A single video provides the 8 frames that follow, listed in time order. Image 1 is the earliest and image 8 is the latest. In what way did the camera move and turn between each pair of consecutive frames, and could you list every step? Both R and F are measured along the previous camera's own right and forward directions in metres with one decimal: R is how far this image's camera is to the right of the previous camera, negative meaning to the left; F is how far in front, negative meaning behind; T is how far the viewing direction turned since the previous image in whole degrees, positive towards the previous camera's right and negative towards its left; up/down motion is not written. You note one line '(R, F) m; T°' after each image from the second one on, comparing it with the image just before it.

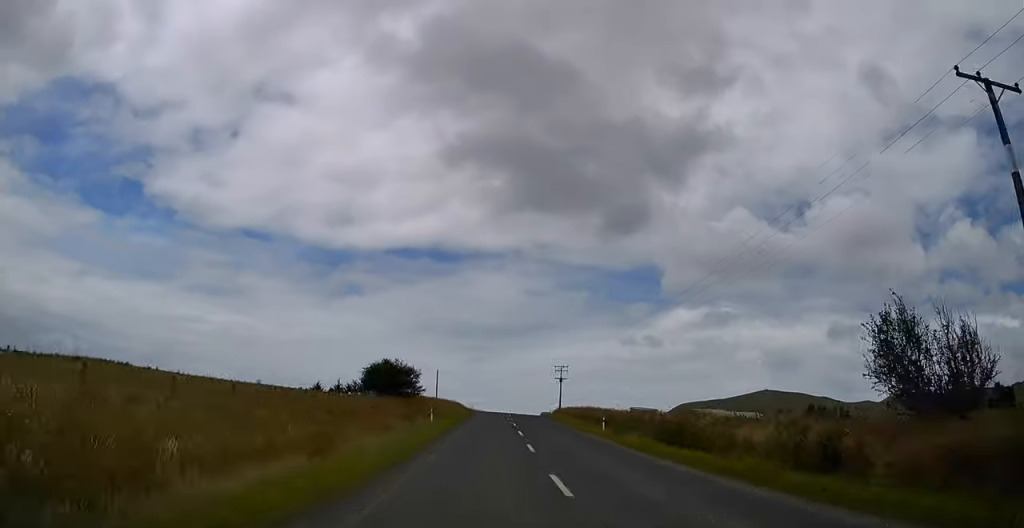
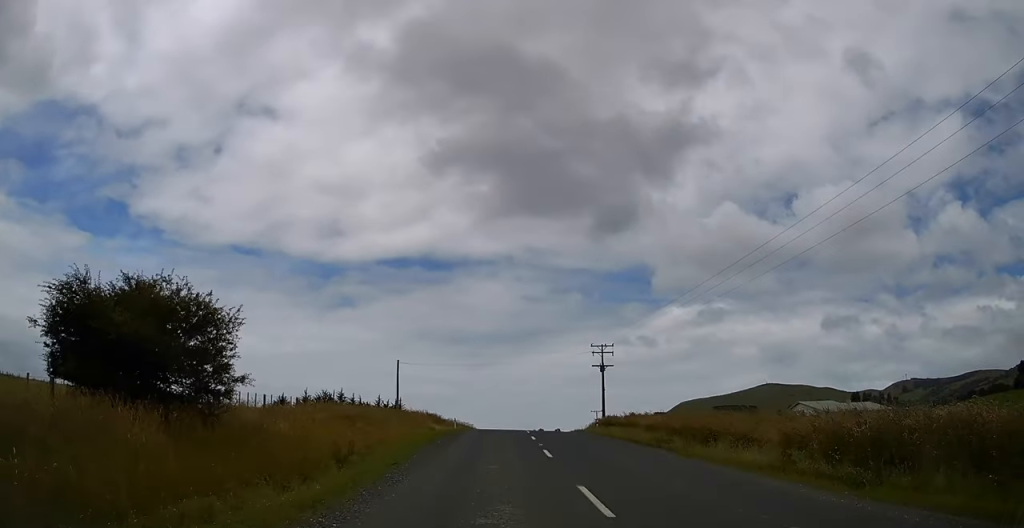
(+0.4, +39.9) m; +2°
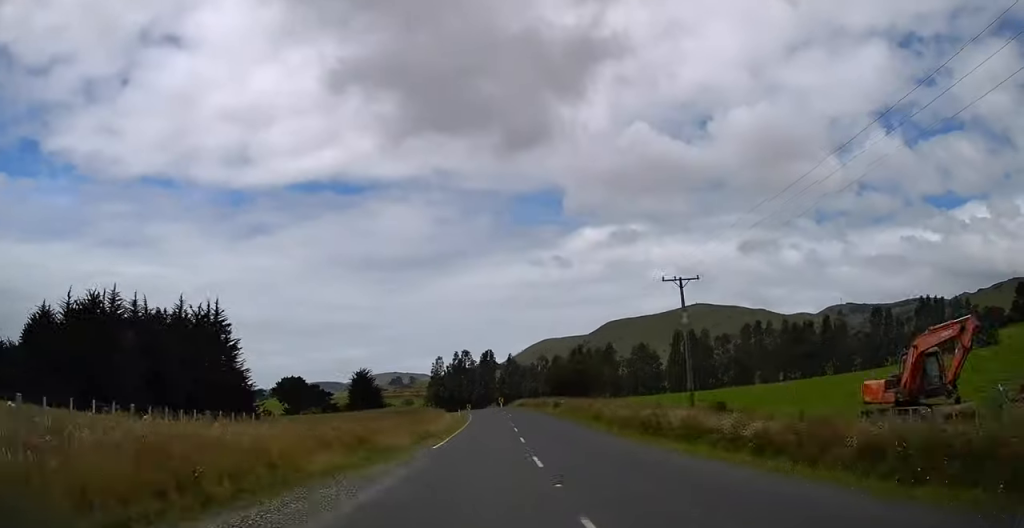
(+2.6, +93.4) m; +2°
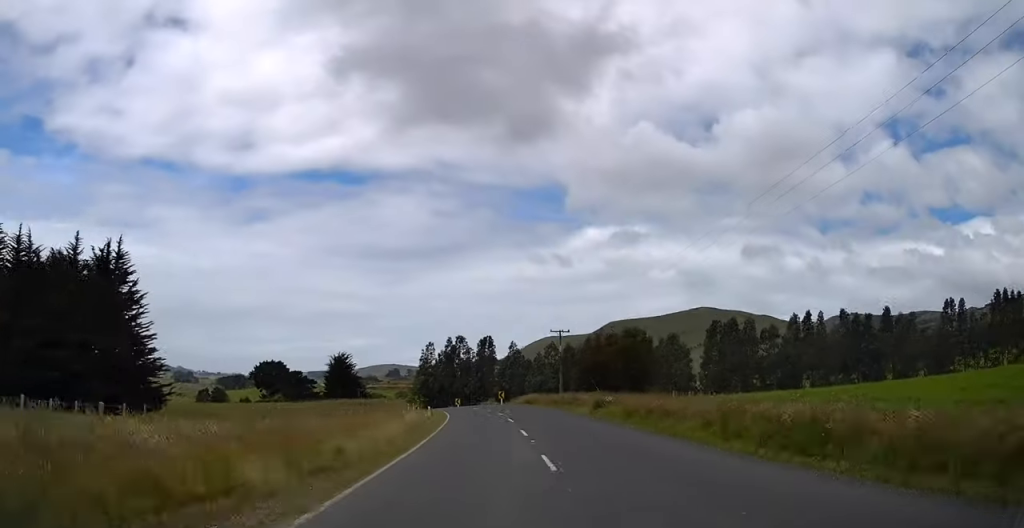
(+0.8, +33.3) m; -3°
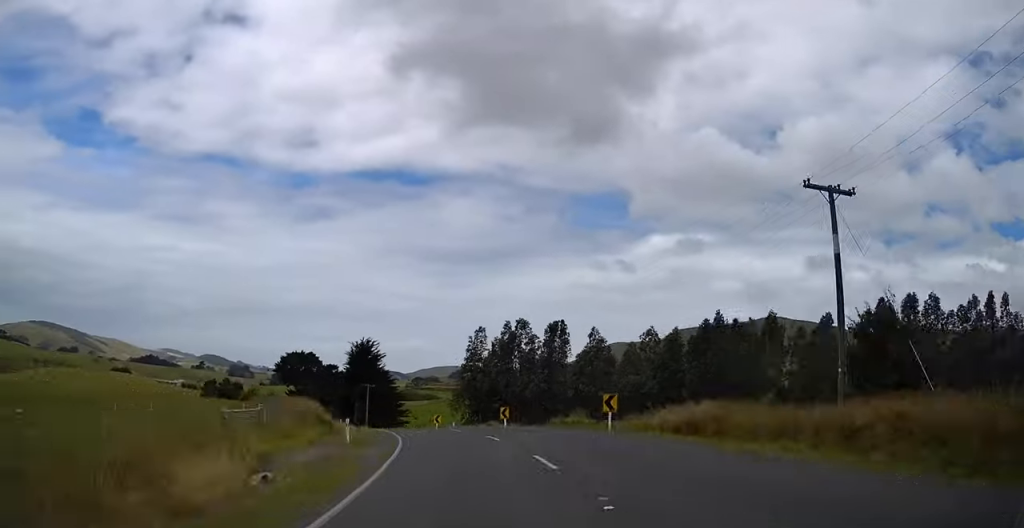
(+0.7, +50.8) m; -6°
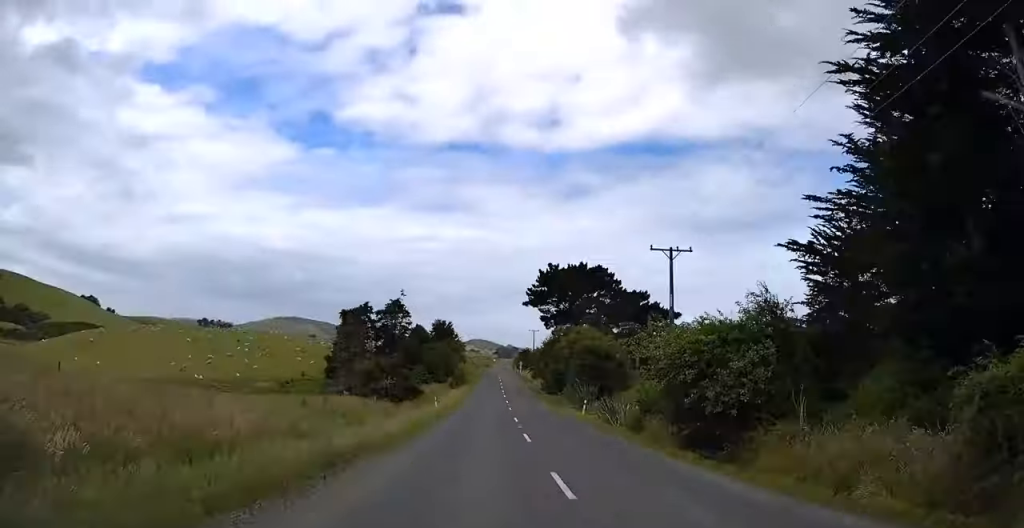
(-31.2, +144.8) m; -17°
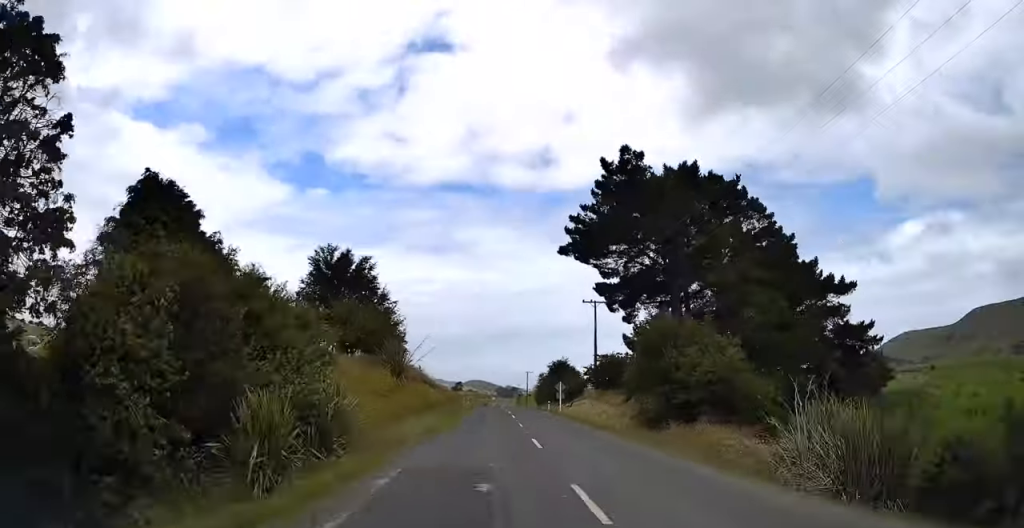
(-0.4, +82.3) m; 0°
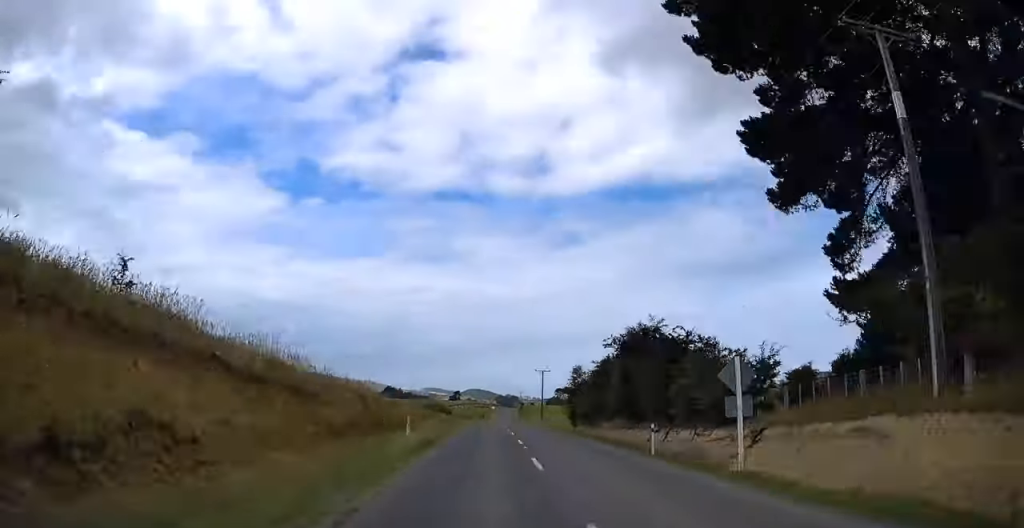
(+0.2, +44.2) m; 0°
